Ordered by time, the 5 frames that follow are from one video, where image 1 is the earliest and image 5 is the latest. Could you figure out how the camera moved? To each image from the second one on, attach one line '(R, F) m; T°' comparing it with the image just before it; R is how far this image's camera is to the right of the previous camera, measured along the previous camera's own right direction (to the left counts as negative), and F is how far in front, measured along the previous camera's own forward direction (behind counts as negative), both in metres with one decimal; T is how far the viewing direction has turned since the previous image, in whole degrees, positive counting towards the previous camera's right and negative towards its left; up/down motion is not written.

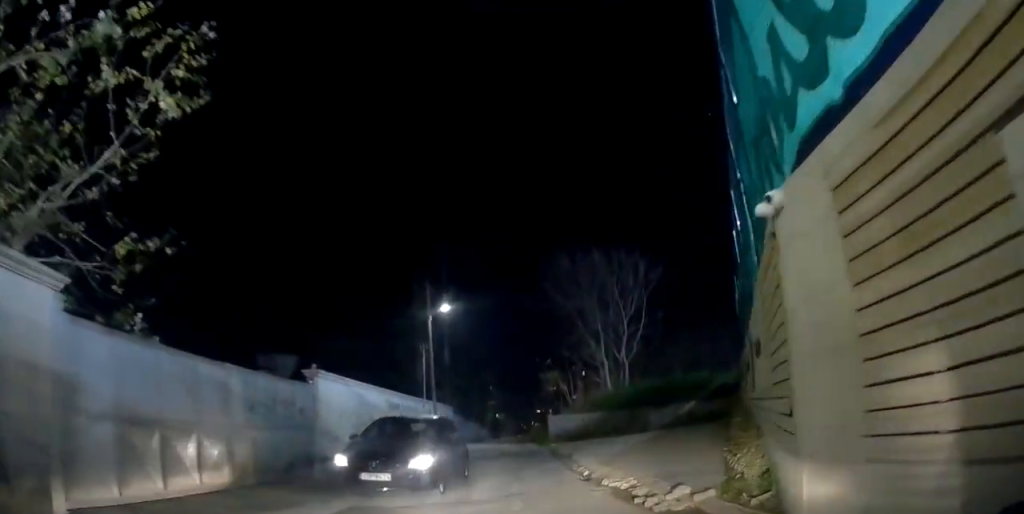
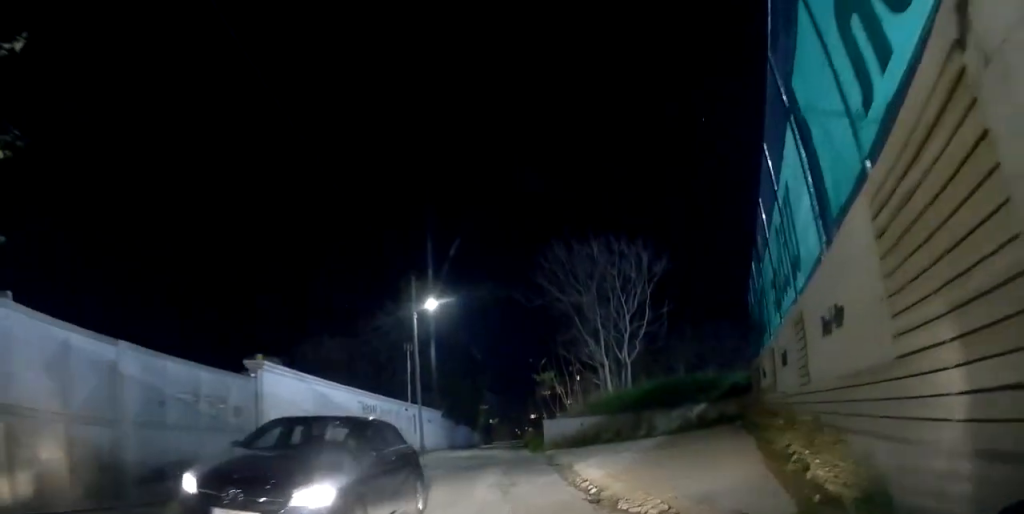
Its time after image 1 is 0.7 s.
(-0.2, +2.5) m; -3°
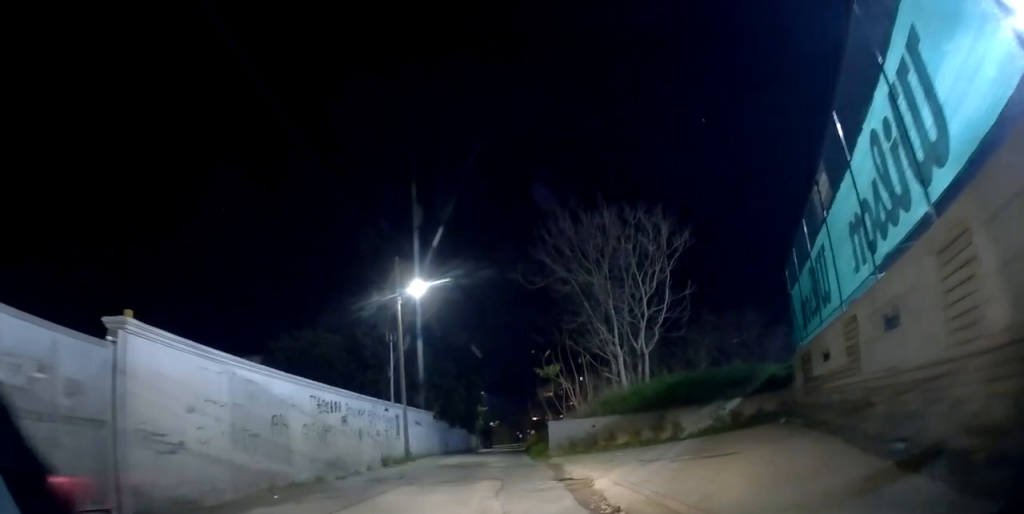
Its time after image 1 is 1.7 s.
(-0.1, +4.0) m; +1°
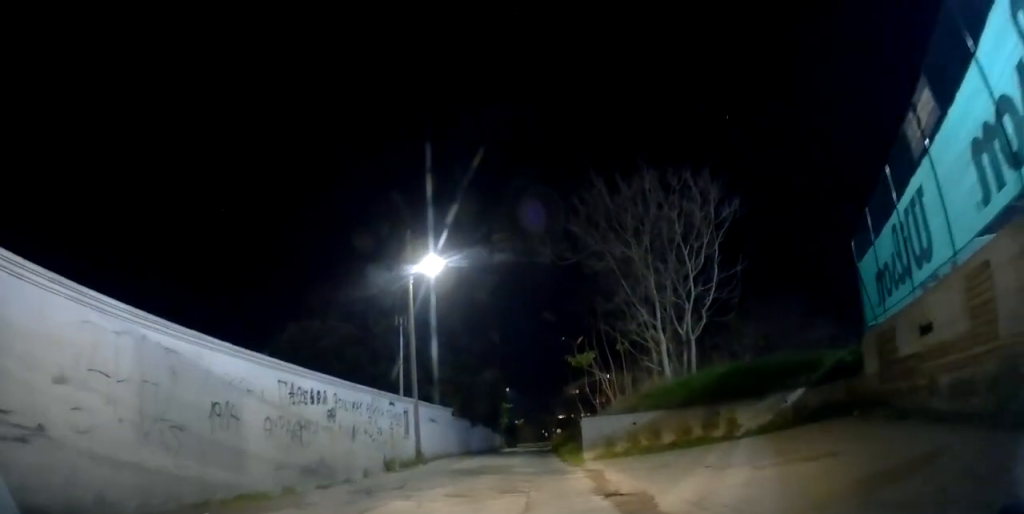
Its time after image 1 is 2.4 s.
(+0.1, +3.1) m; +2°
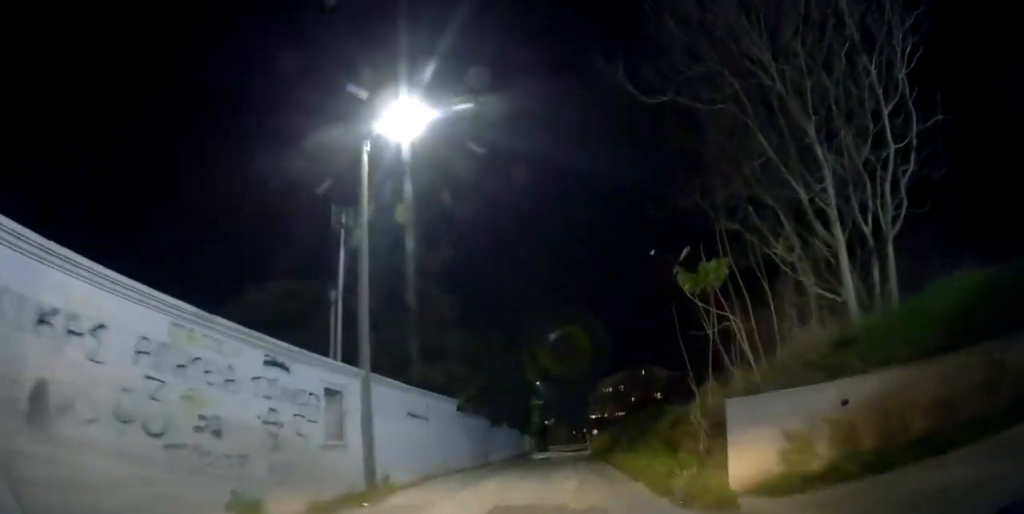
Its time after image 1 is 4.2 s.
(+0.2, +10.3) m; -3°
